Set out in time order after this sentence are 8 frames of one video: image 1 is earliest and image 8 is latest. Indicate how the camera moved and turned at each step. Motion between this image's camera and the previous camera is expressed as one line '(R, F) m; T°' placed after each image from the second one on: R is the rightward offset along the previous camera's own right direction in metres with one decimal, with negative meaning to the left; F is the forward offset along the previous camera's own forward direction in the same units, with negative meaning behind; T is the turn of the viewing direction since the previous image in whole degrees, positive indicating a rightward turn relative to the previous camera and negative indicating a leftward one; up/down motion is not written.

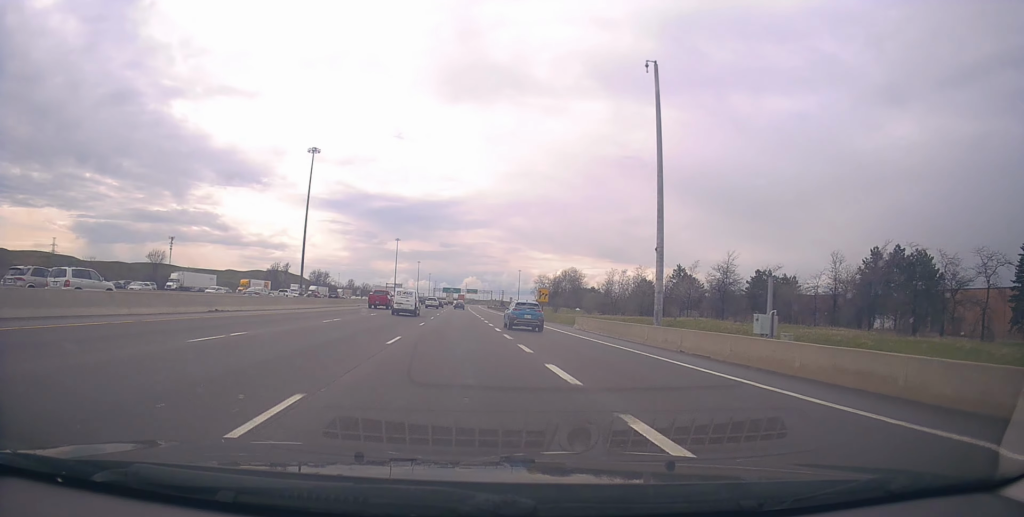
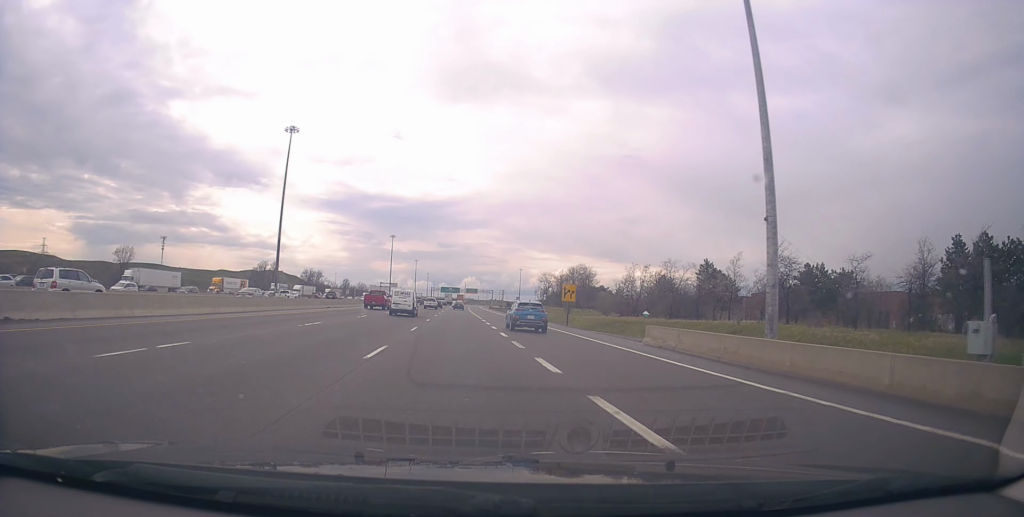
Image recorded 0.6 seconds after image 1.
(-0.1, +16.3) m; 0°
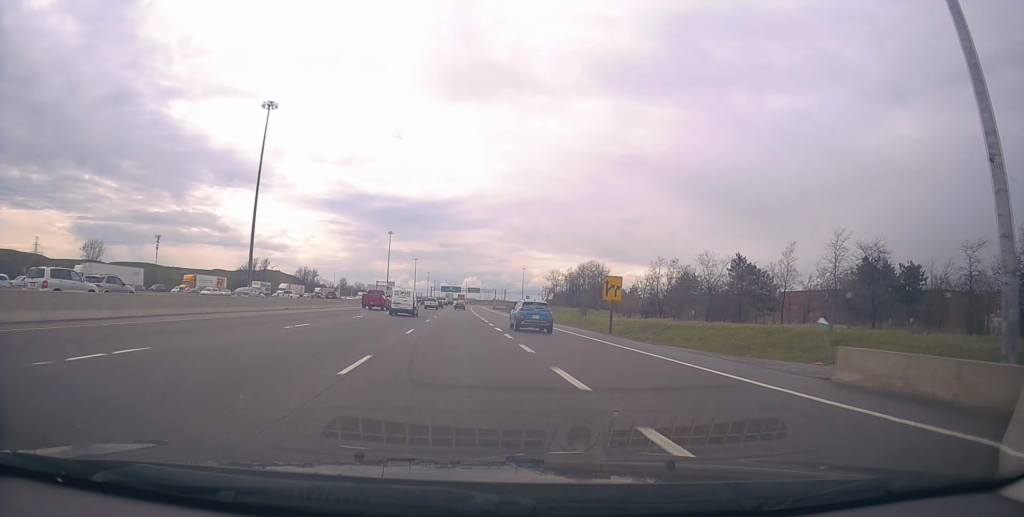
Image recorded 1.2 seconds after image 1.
(-0.1, +14.1) m; 0°
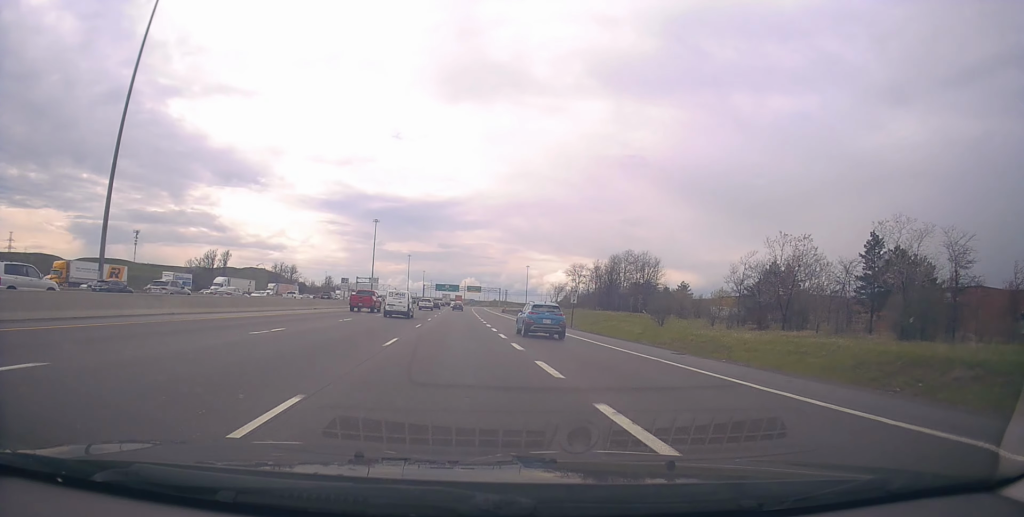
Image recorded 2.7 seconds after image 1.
(-0.4, +39.4) m; 0°
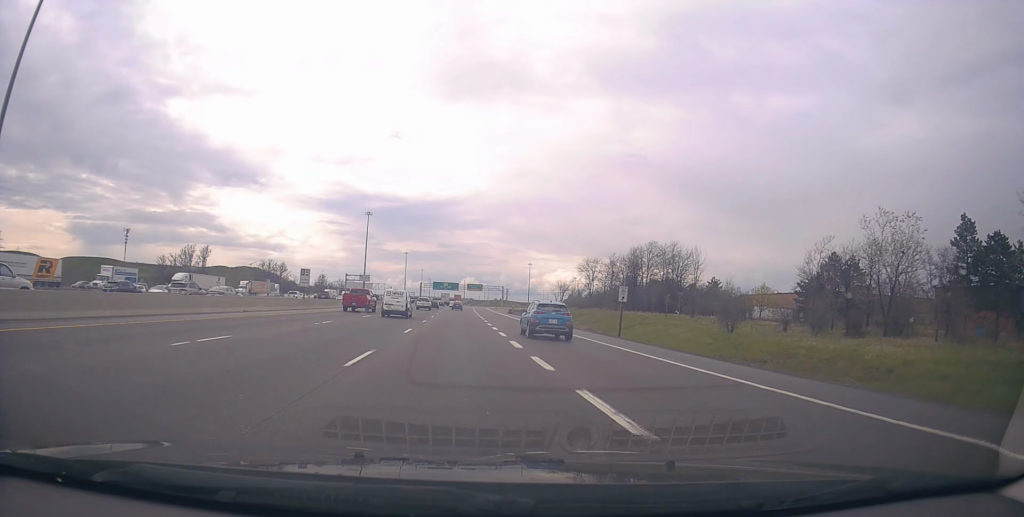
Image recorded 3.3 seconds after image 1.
(-0.1, +16.7) m; +1°
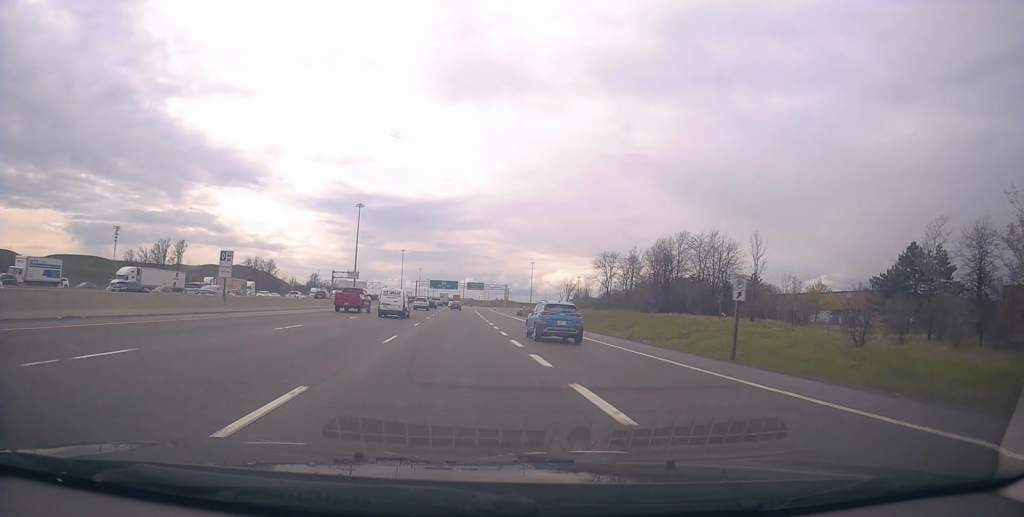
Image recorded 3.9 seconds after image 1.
(+0.4, +16.4) m; +1°
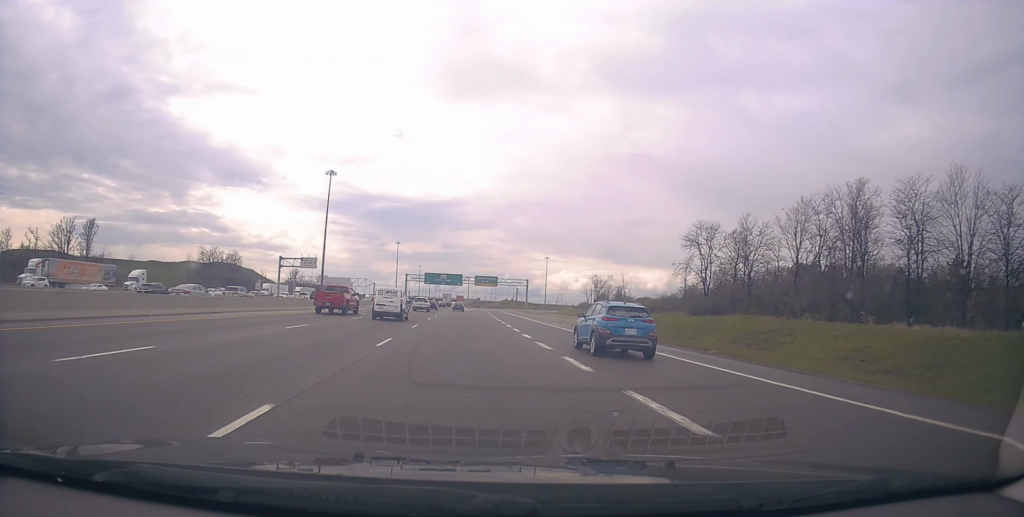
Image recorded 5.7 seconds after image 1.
(-0.2, +47.2) m; -1°
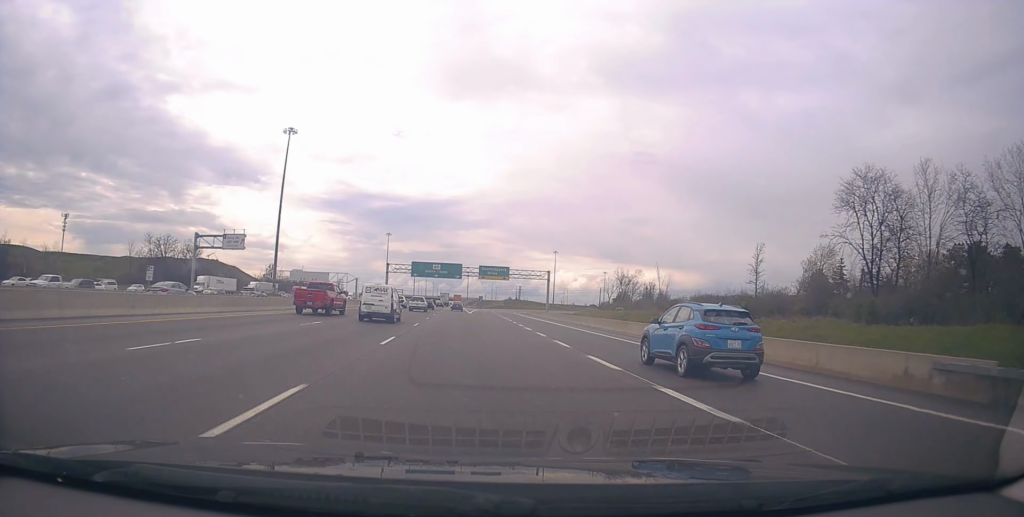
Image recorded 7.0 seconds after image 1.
(-0.1, +34.6) m; 0°
